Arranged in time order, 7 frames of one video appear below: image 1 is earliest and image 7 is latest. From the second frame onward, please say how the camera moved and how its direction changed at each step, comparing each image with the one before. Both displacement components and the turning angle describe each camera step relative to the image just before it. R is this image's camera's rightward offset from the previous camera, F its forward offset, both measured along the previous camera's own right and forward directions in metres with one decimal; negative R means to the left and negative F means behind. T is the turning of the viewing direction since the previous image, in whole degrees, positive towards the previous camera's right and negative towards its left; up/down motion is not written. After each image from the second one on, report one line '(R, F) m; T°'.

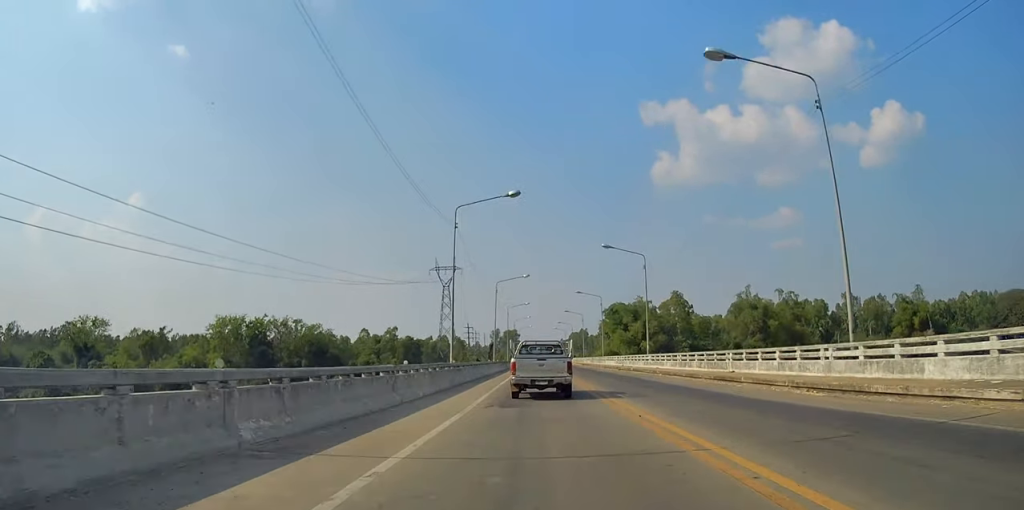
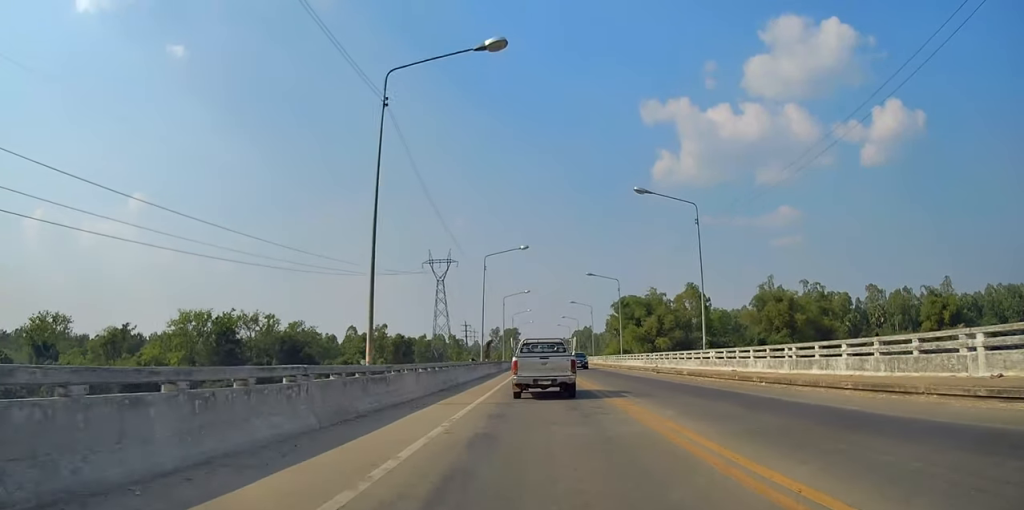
(-0.1, +17.0) m; 0°
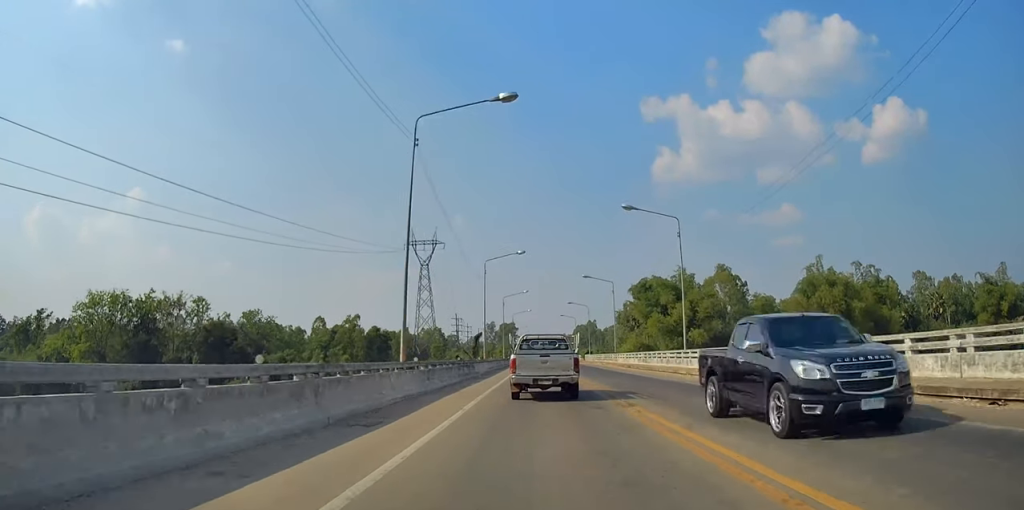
(+0.1, +29.5) m; 0°
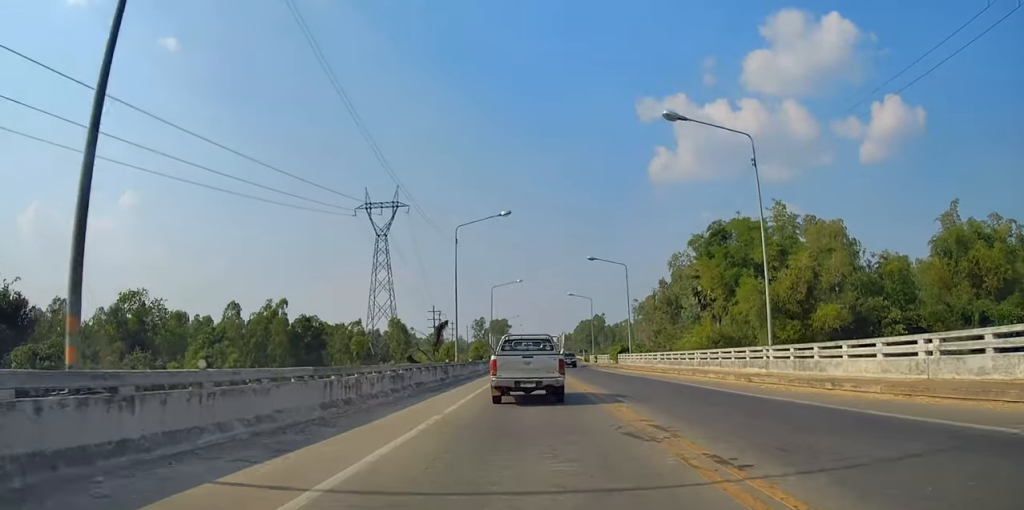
(+1.3, +50.5) m; +1°
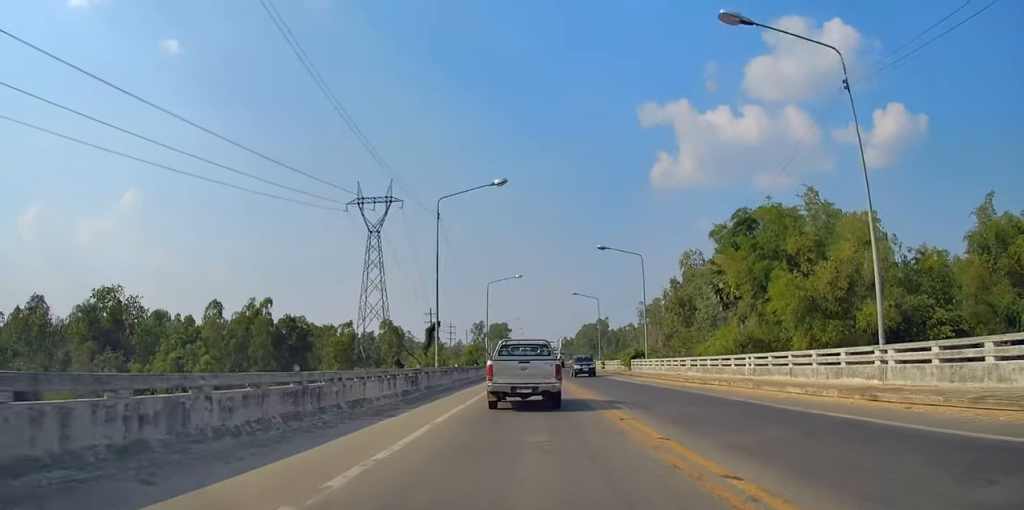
(-0.4, +7.5) m; 0°
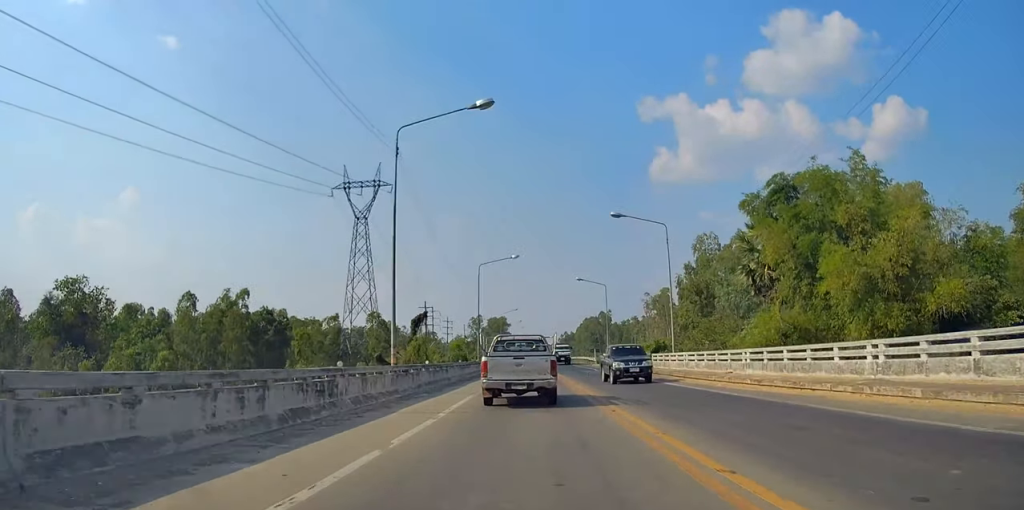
(-0.4, +9.4) m; 0°
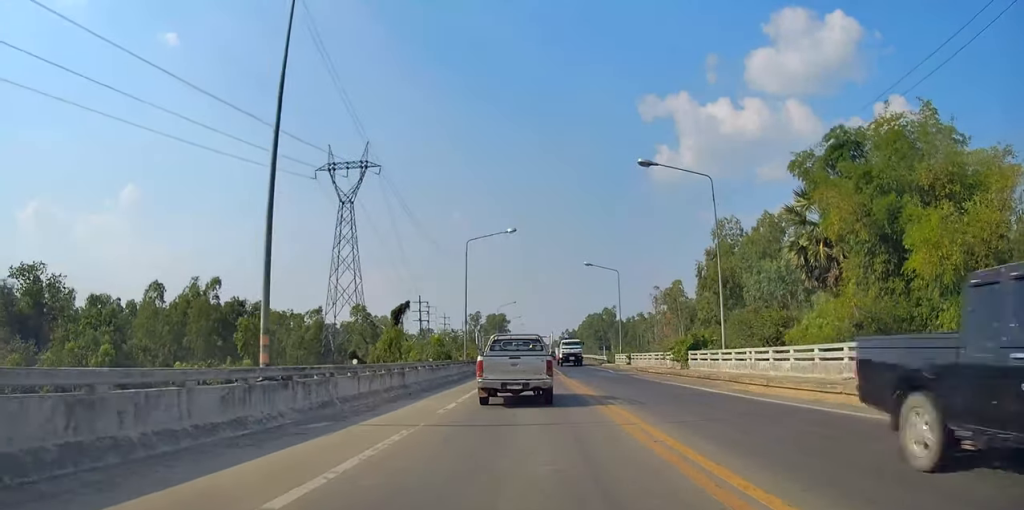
(+0.5, +11.1) m; +1°
